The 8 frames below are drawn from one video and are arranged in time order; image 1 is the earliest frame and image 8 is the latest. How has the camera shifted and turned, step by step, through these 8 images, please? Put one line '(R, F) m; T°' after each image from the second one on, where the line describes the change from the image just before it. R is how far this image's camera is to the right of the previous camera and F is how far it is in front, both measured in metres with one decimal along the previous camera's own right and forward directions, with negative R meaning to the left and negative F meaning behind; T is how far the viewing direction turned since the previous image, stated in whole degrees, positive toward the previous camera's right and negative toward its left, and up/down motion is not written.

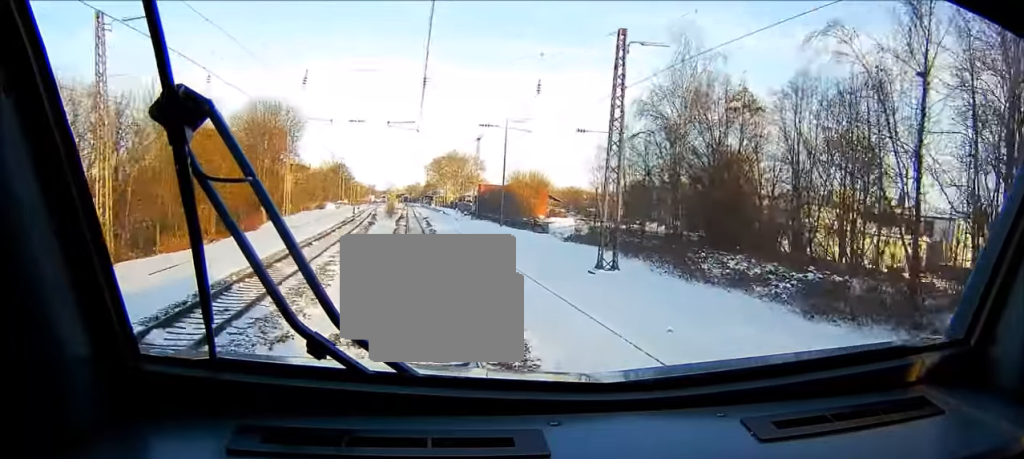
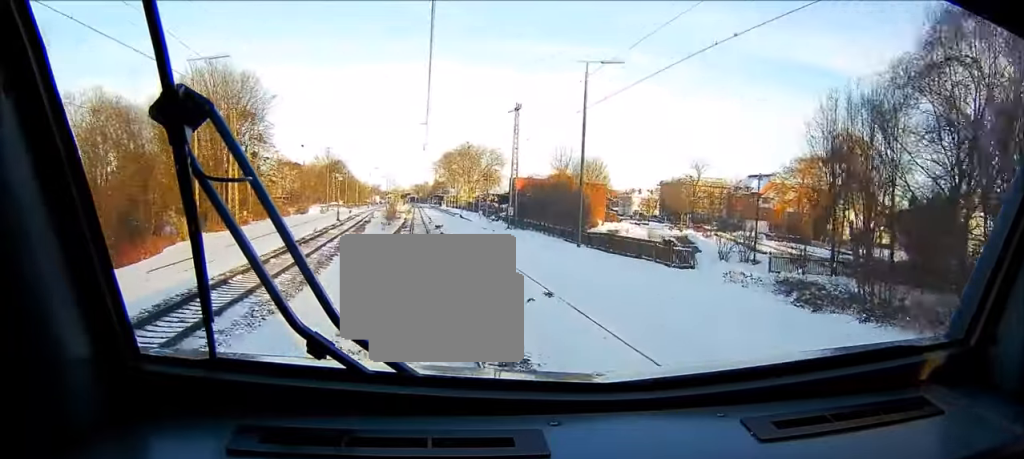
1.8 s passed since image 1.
(-0.3, +34.4) m; -1°
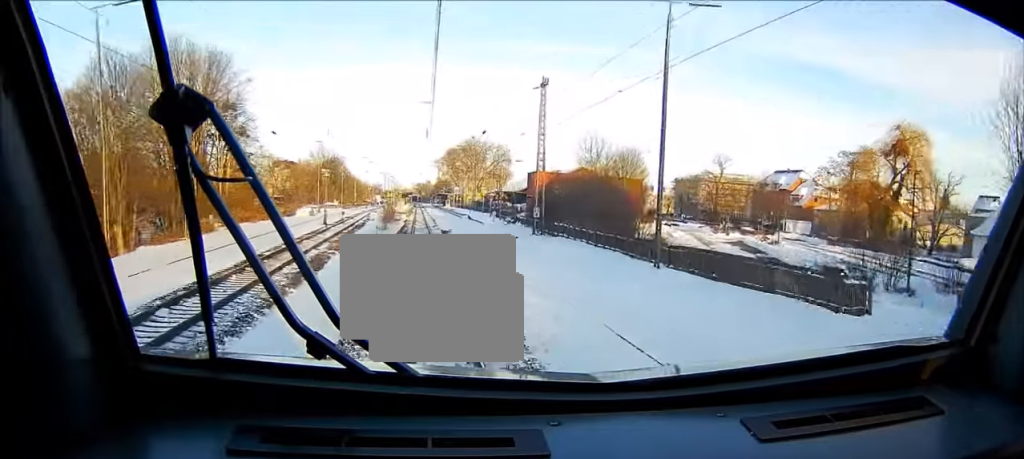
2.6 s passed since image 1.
(0.0, +14.3) m; 0°
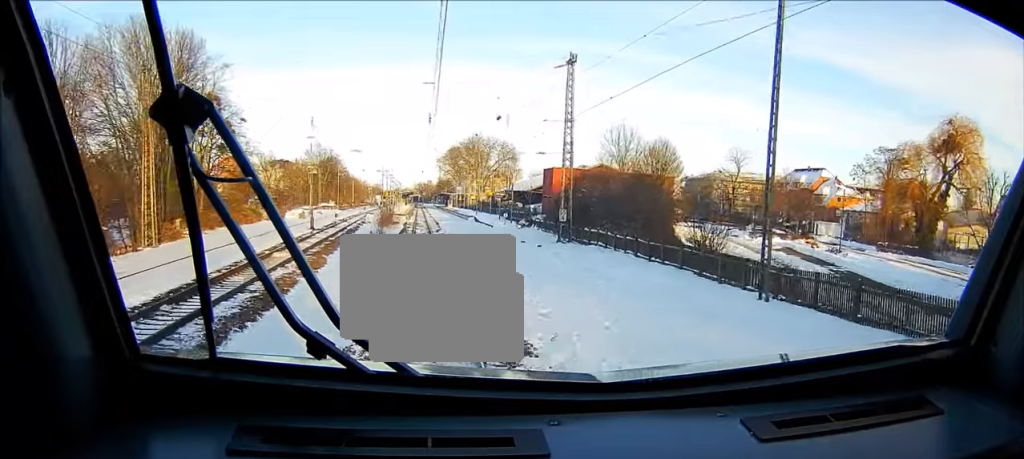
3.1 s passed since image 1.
(-0.1, +9.2) m; 0°
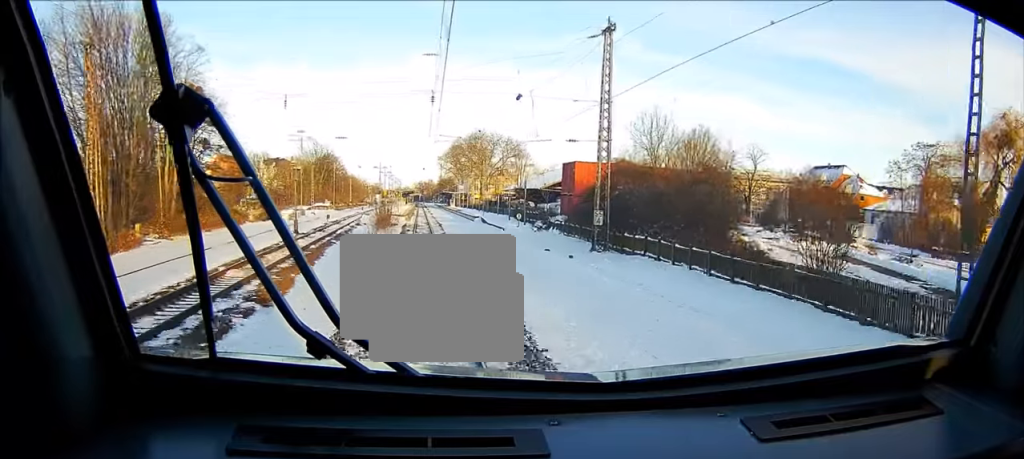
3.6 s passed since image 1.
(0.0, +8.6) m; 0°
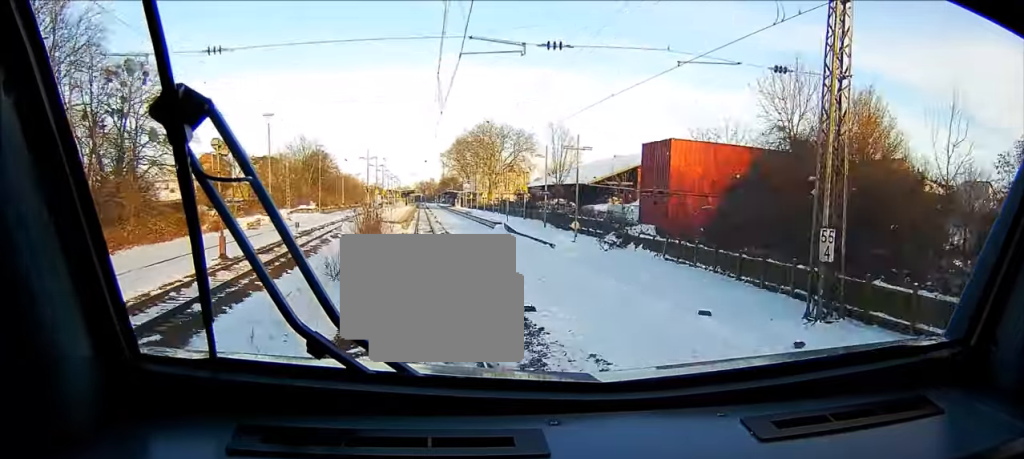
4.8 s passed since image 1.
(+0.1, +21.7) m; 0°
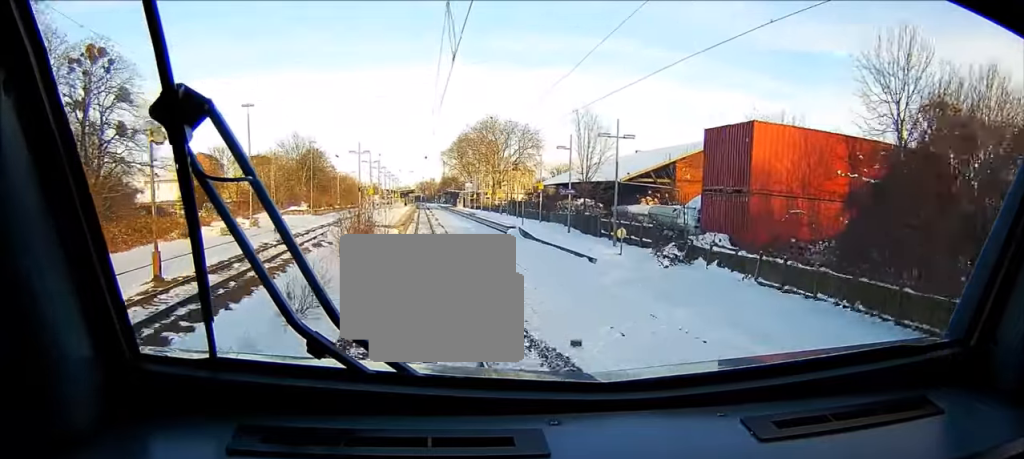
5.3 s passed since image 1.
(0.0, +9.4) m; 0°
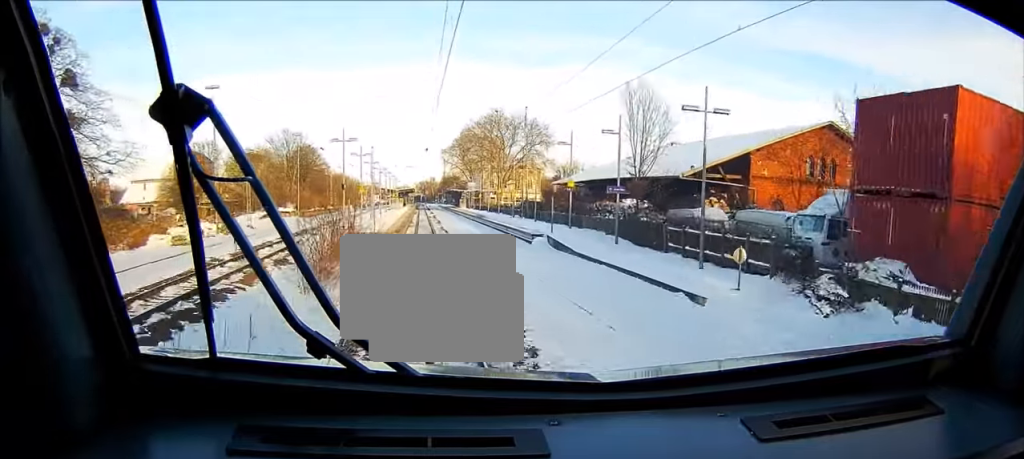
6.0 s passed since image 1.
(0.0, +11.6) m; 0°
